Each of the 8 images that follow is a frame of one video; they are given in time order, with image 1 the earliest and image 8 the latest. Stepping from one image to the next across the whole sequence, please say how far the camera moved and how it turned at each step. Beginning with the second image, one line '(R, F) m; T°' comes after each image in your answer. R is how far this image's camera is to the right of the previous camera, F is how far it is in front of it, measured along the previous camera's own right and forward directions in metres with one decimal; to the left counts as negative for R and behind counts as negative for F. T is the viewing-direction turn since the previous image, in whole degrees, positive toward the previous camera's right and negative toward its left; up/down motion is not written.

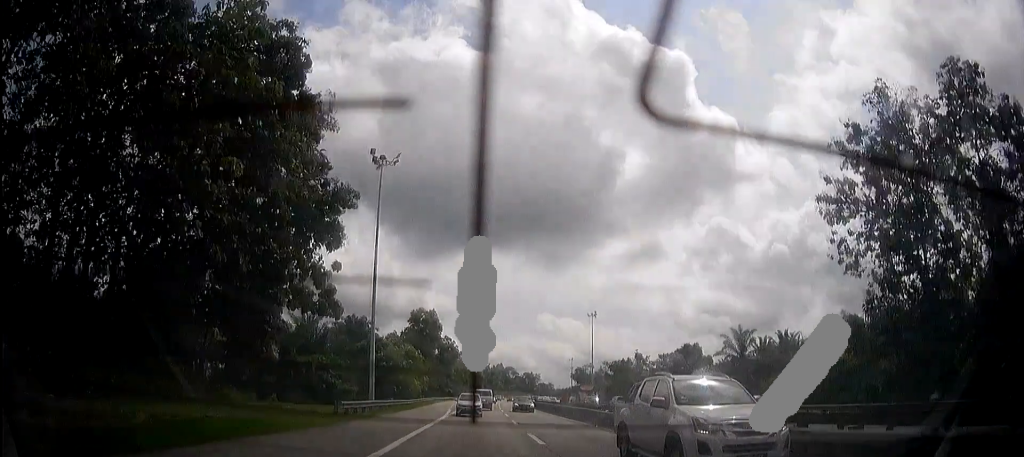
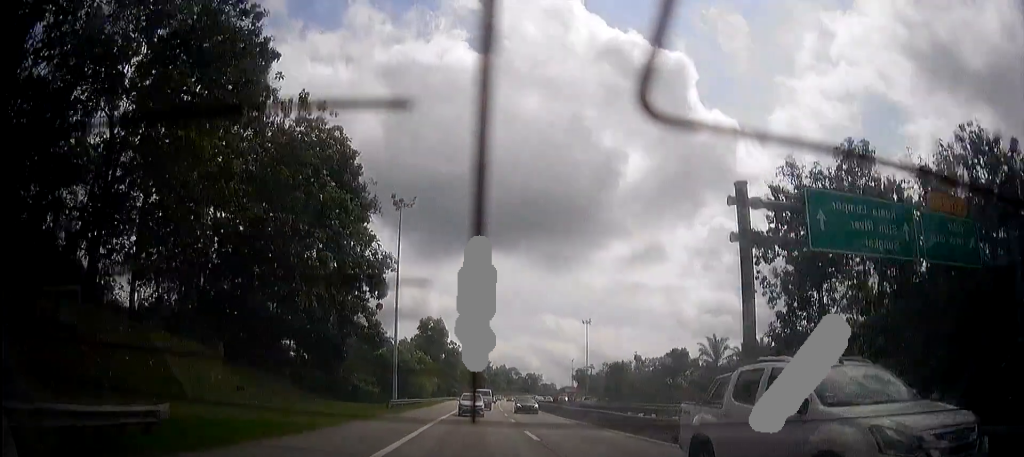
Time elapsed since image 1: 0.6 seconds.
(0.0, +13.5) m; 0°
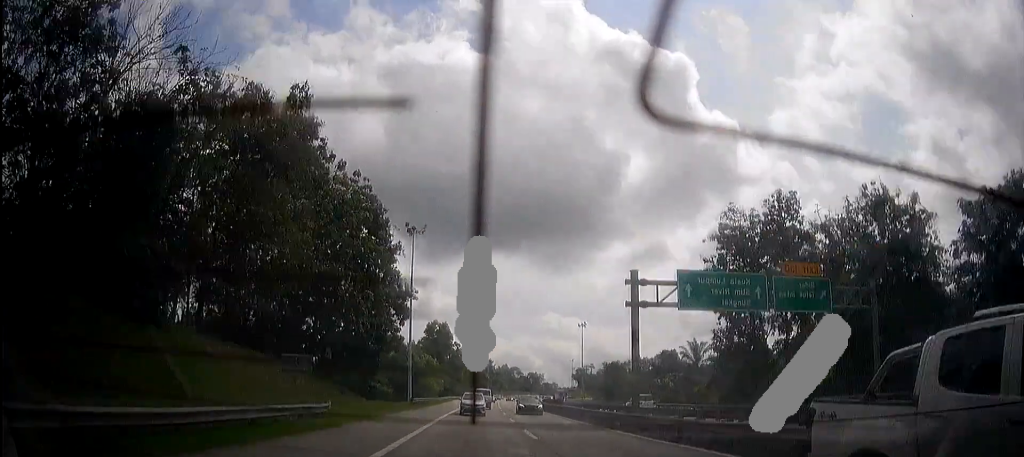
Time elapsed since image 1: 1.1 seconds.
(+0.1, +12.6) m; 0°
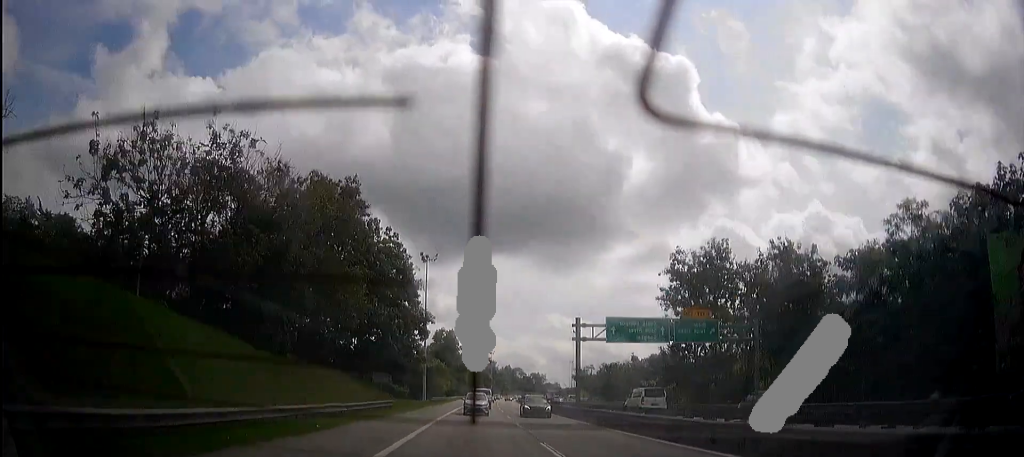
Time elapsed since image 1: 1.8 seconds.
(+0.1, +17.4) m; 0°
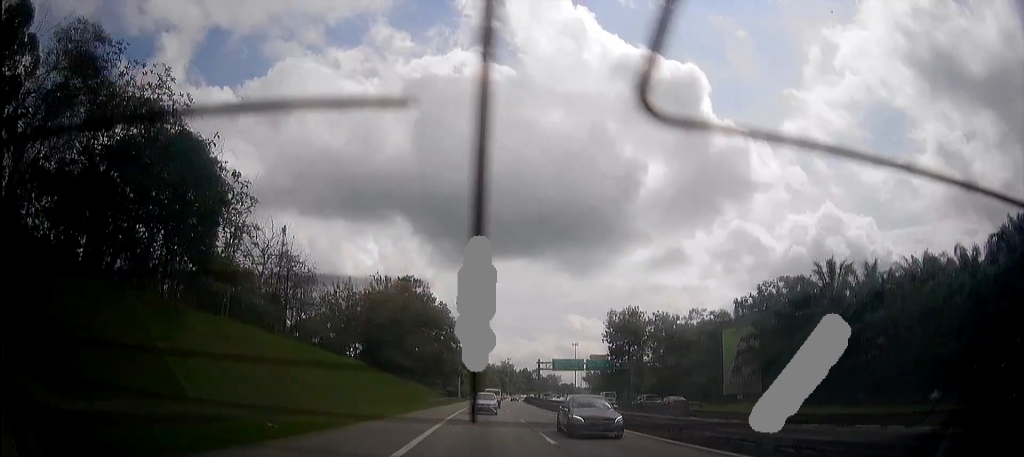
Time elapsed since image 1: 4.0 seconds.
(+0.9, +53.1) m; +2°
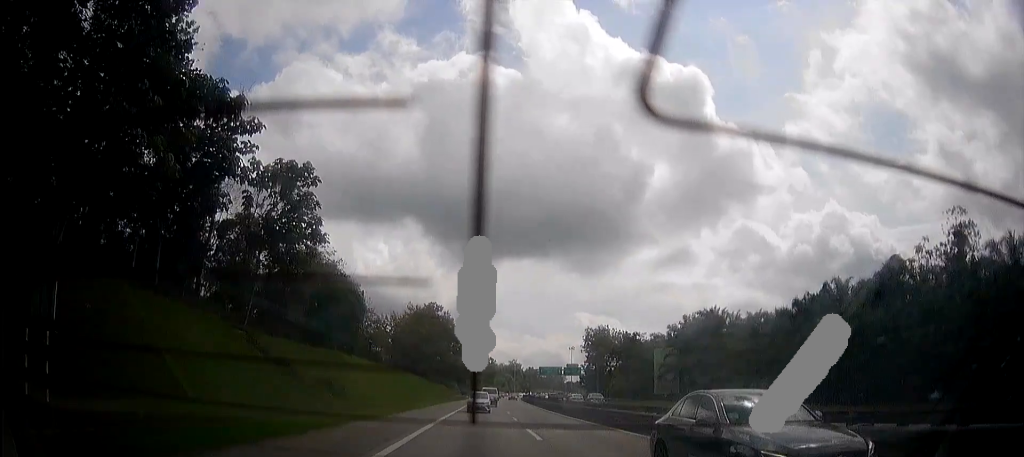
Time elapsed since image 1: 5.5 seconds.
(+0.4, +36.7) m; +1°
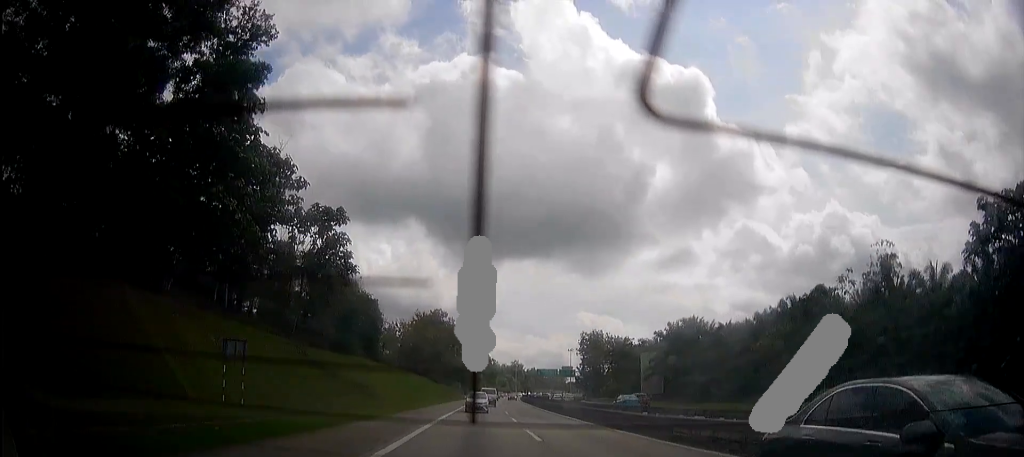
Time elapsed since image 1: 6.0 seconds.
(+0.1, +11.6) m; 0°
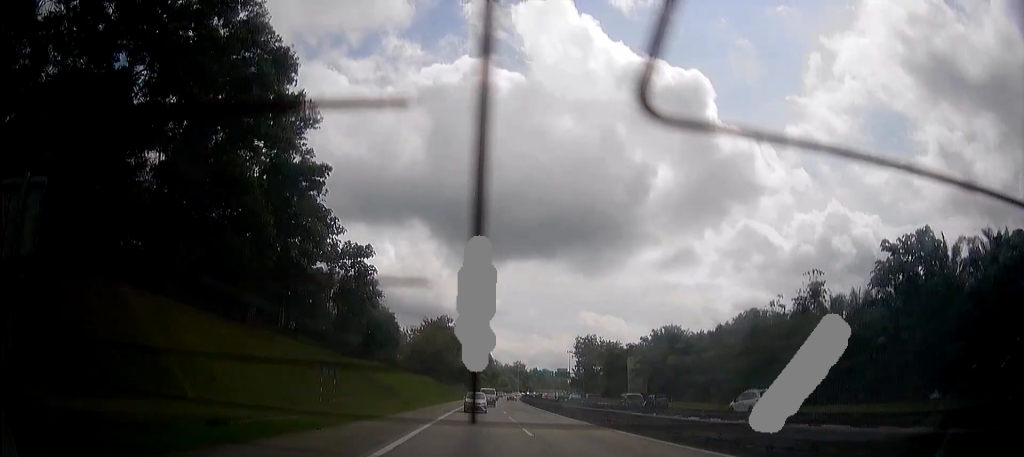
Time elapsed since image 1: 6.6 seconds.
(0.0, +14.5) m; 0°
